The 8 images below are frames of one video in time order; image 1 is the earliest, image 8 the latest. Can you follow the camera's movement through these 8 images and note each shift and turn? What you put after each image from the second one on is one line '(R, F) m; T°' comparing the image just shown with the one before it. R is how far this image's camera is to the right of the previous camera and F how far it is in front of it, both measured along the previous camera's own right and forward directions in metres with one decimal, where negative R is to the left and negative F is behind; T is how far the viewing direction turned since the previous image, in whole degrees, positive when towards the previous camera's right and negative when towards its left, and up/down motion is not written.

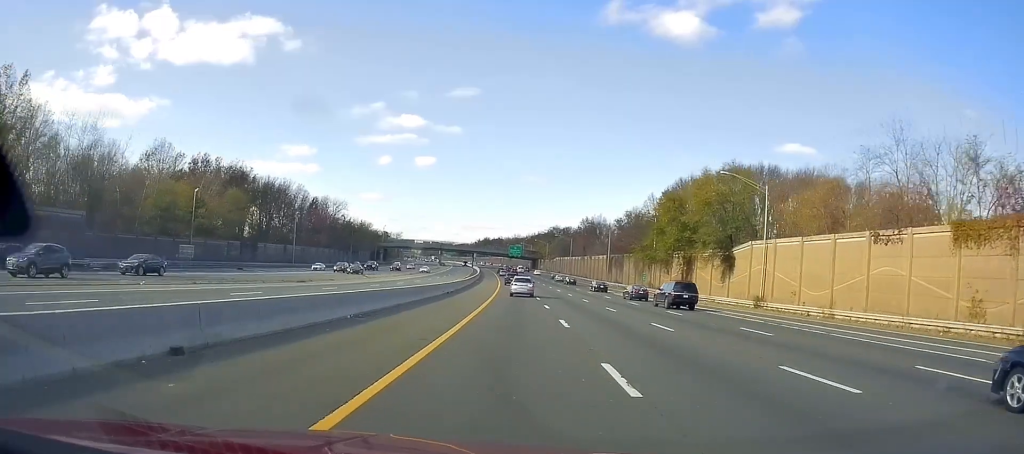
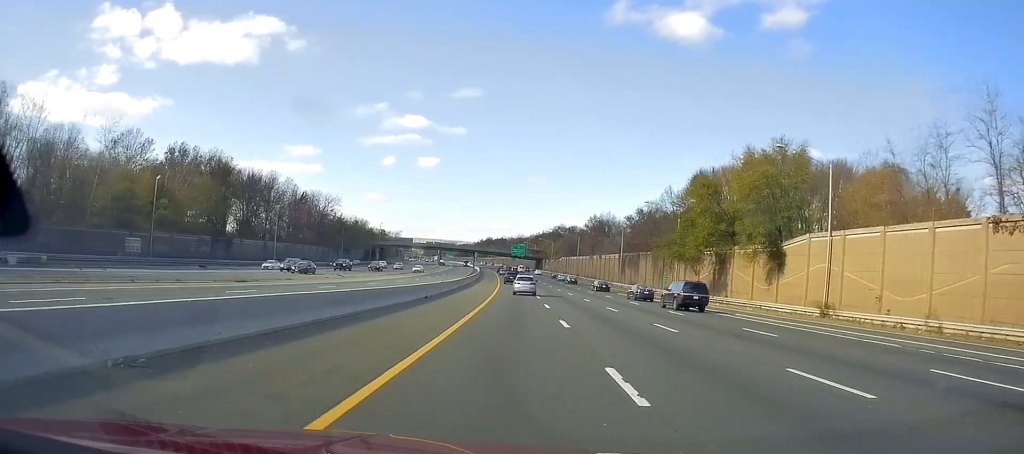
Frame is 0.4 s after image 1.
(-0.1, +12.6) m; 0°
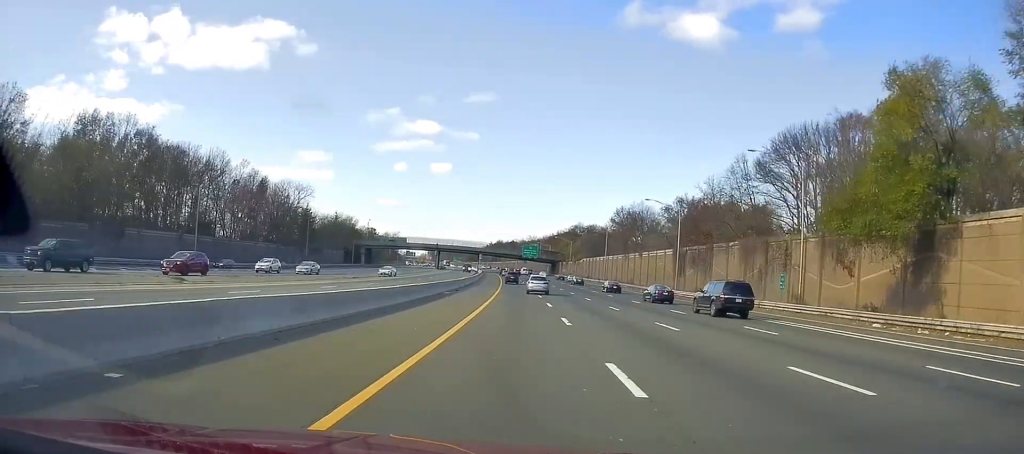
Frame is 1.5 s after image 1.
(-0.2, +35.9) m; 0°
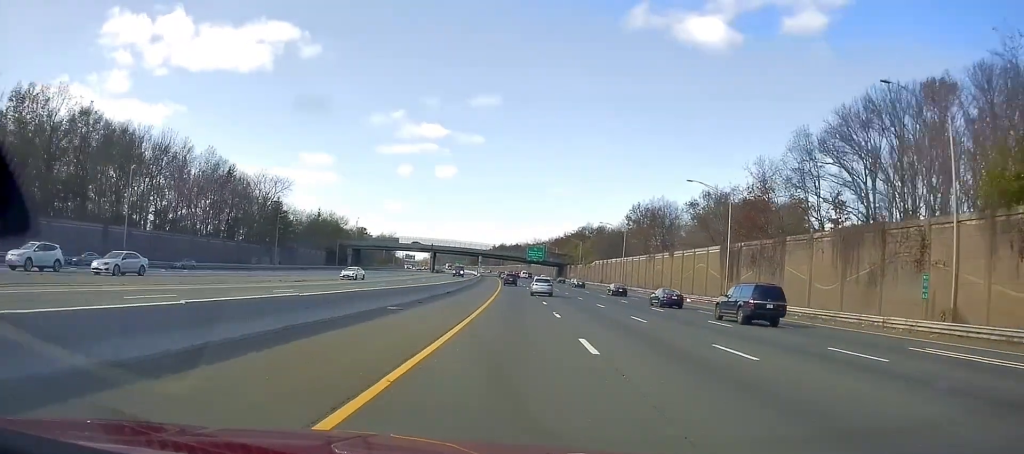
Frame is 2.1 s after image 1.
(0.0, +19.2) m; 0°
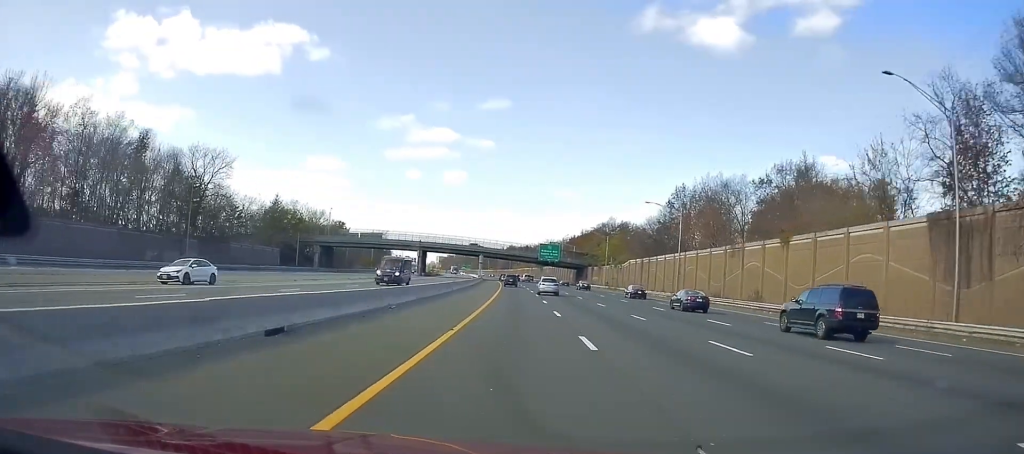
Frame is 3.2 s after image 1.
(-0.4, +35.6) m; -2°
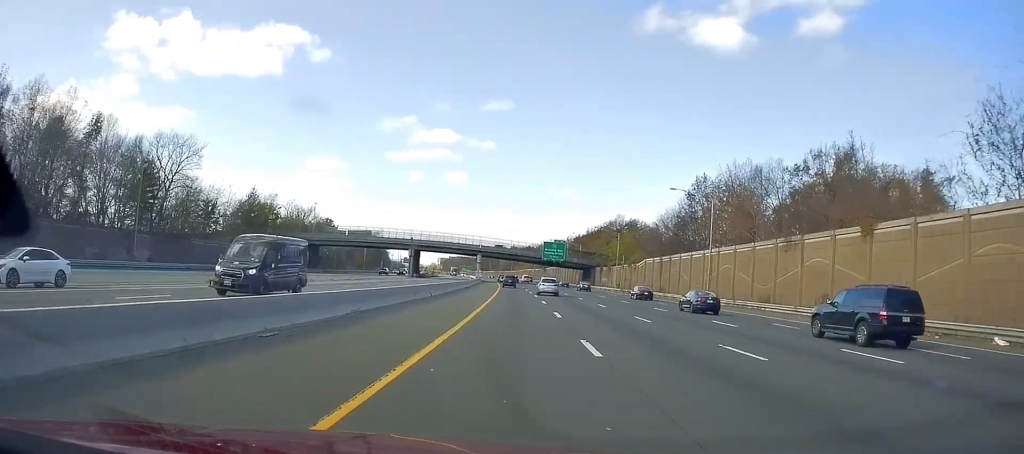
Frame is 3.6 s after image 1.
(-0.2, +13.1) m; -1°
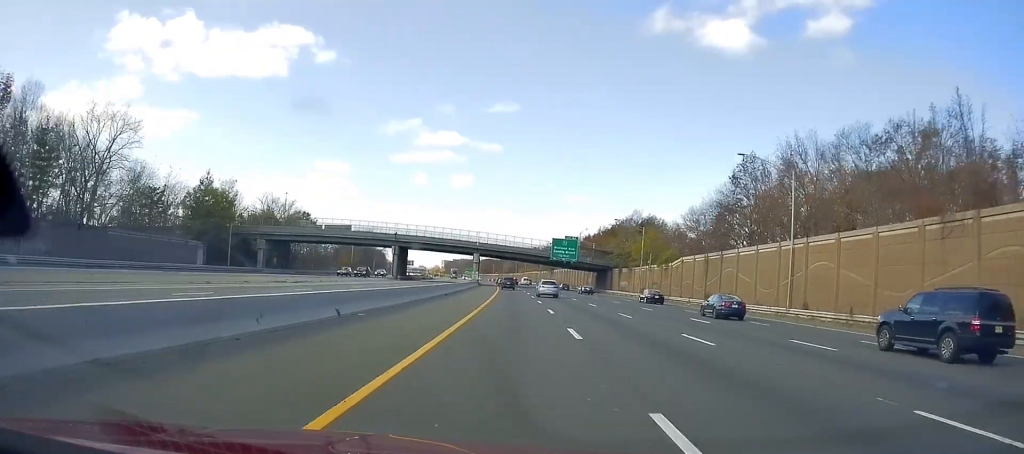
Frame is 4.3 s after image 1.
(-0.1, +20.8) m; 0°
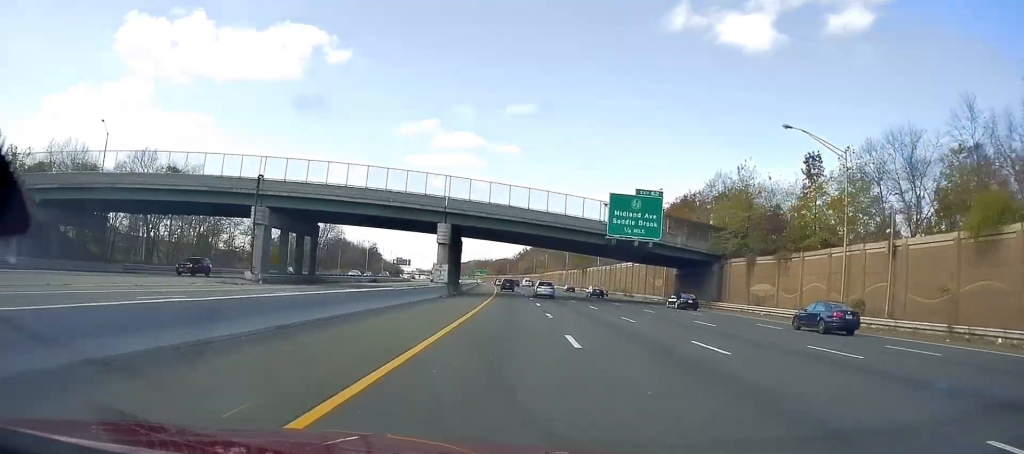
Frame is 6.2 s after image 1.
(-0.4, +62.6) m; -1°
